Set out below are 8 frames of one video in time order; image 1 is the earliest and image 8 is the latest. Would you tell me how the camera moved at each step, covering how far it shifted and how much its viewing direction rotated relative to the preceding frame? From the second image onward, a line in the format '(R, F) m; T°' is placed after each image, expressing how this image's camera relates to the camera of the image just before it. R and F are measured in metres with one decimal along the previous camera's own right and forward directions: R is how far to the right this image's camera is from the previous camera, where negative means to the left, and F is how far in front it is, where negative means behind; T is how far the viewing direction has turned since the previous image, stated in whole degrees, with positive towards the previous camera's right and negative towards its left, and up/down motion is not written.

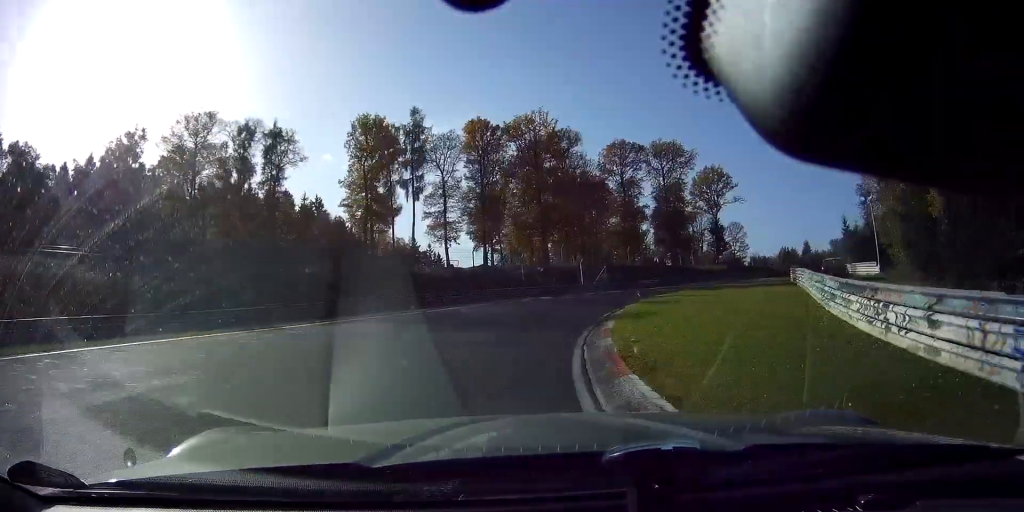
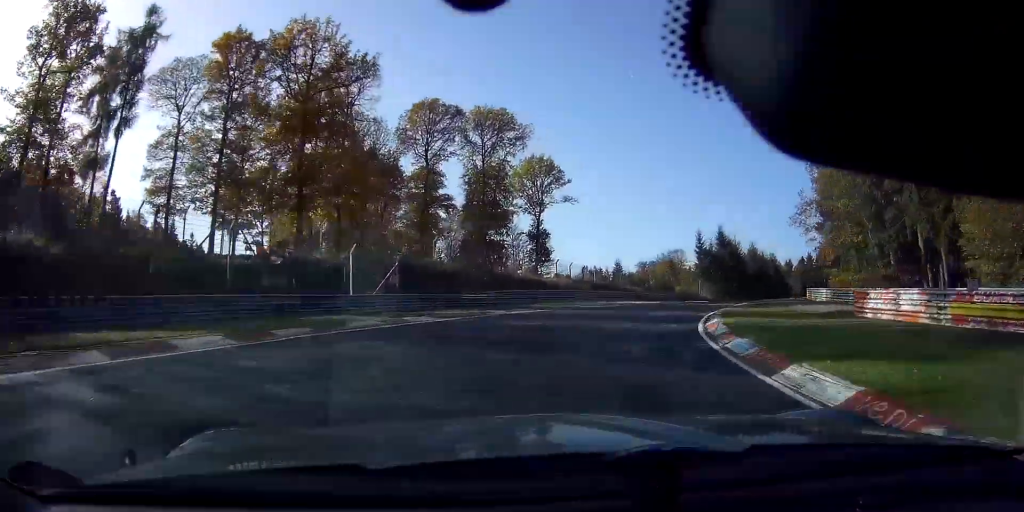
(+5.2, +27.3) m; +23°
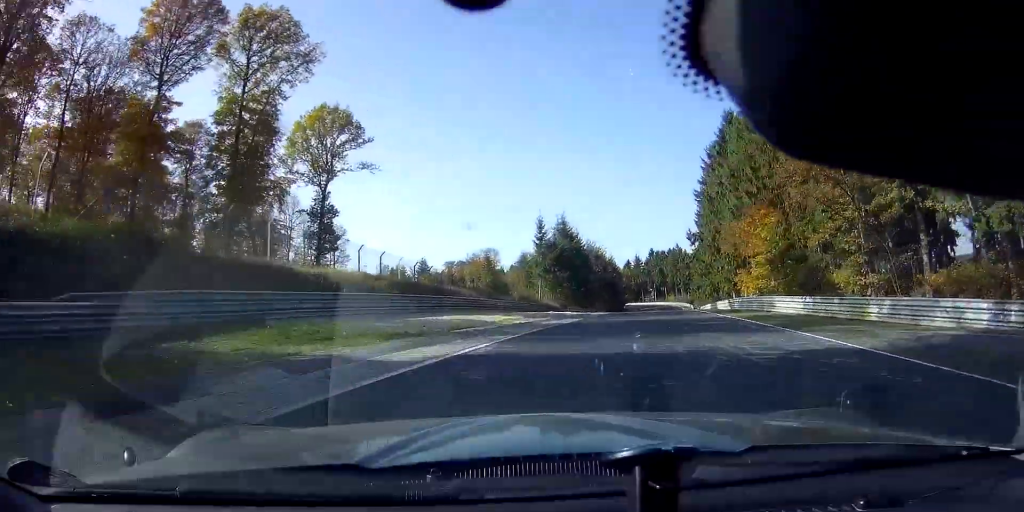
(+5.9, +26.0) m; +20°
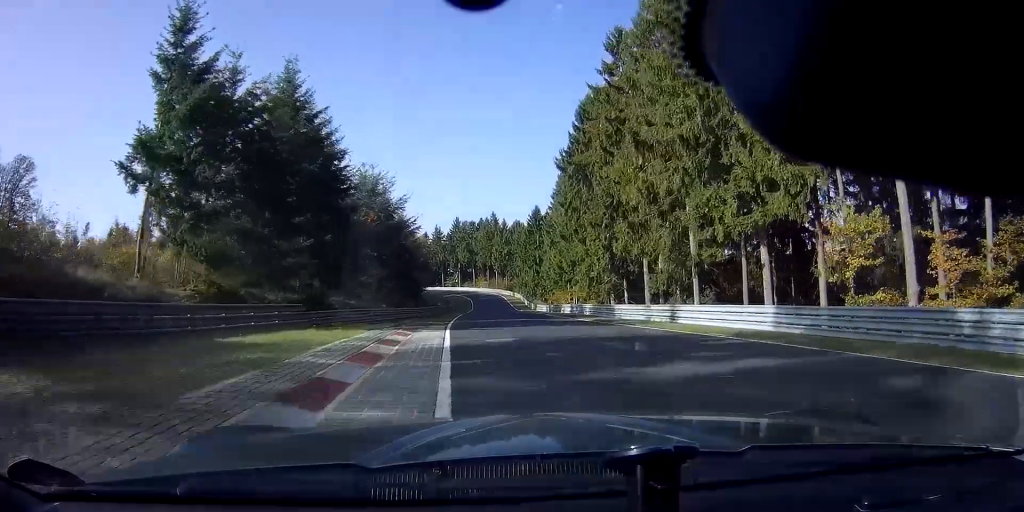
(+13.9, +55.7) m; +22°
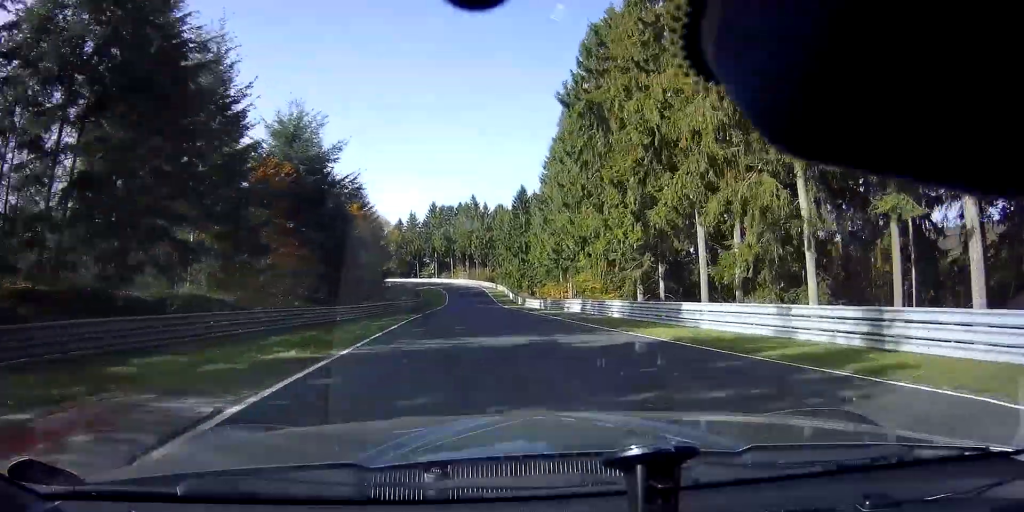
(+0.4, +17.9) m; +2°
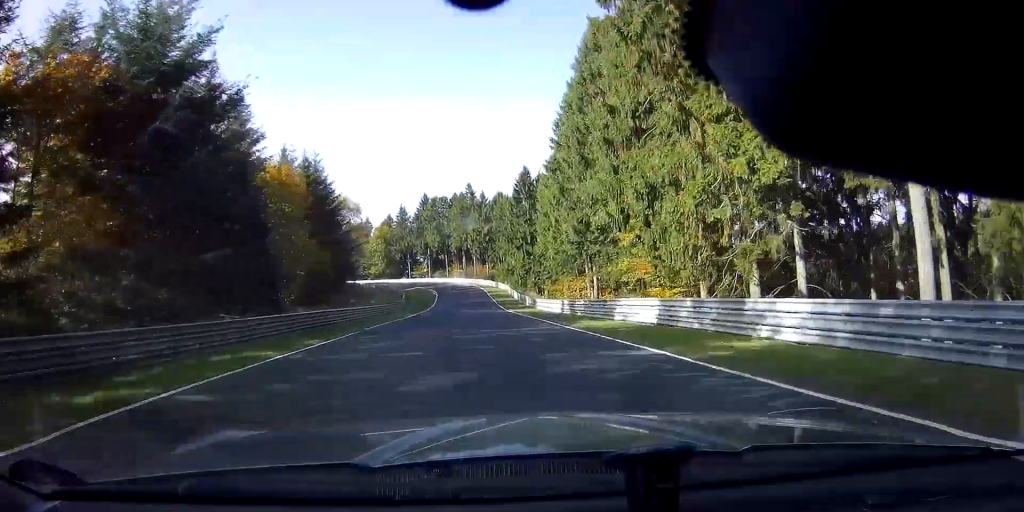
(+0.2, +20.2) m; 0°
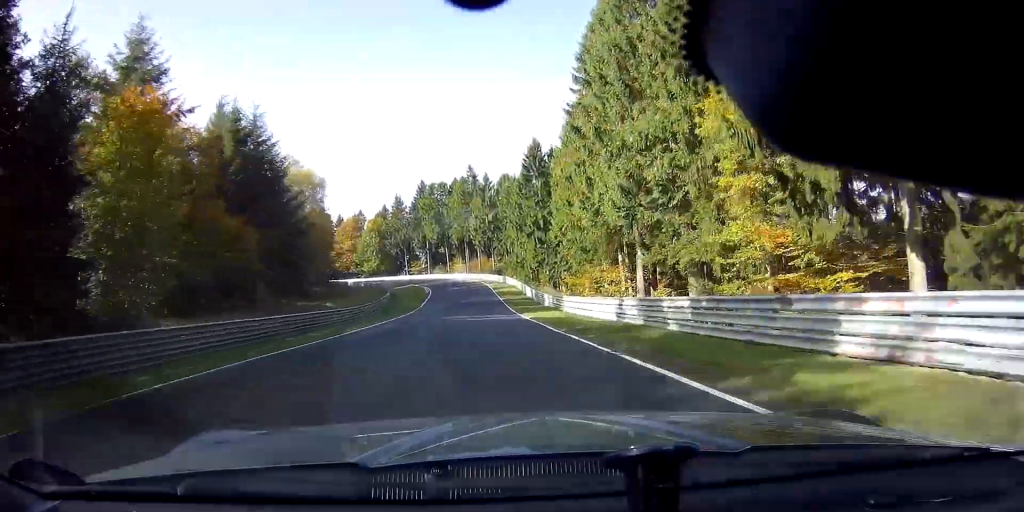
(+0.1, +16.5) m; -1°
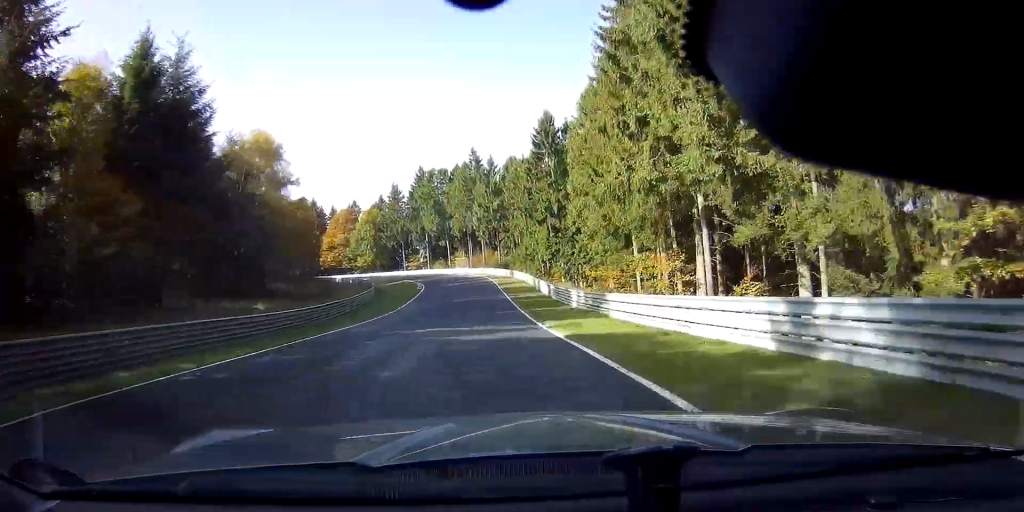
(-0.1, +12.9) m; -1°
